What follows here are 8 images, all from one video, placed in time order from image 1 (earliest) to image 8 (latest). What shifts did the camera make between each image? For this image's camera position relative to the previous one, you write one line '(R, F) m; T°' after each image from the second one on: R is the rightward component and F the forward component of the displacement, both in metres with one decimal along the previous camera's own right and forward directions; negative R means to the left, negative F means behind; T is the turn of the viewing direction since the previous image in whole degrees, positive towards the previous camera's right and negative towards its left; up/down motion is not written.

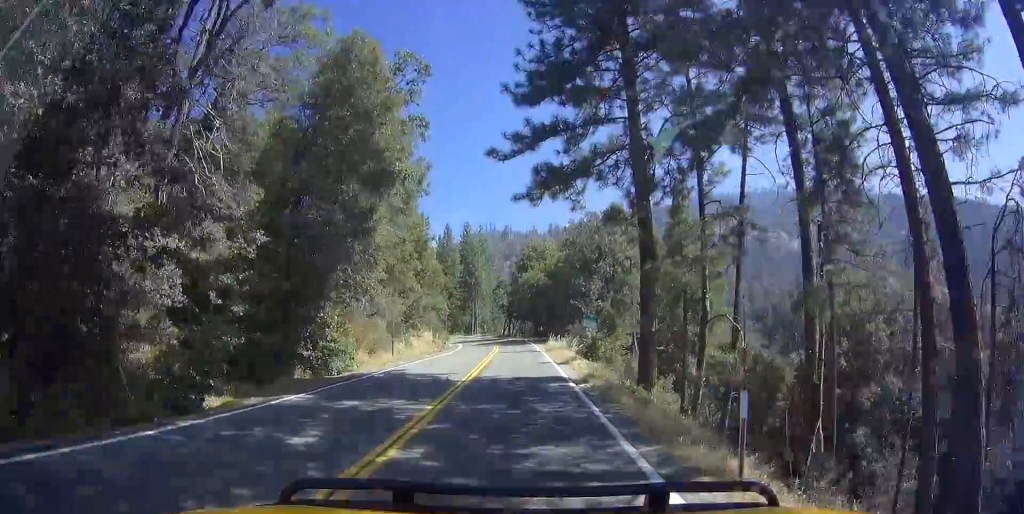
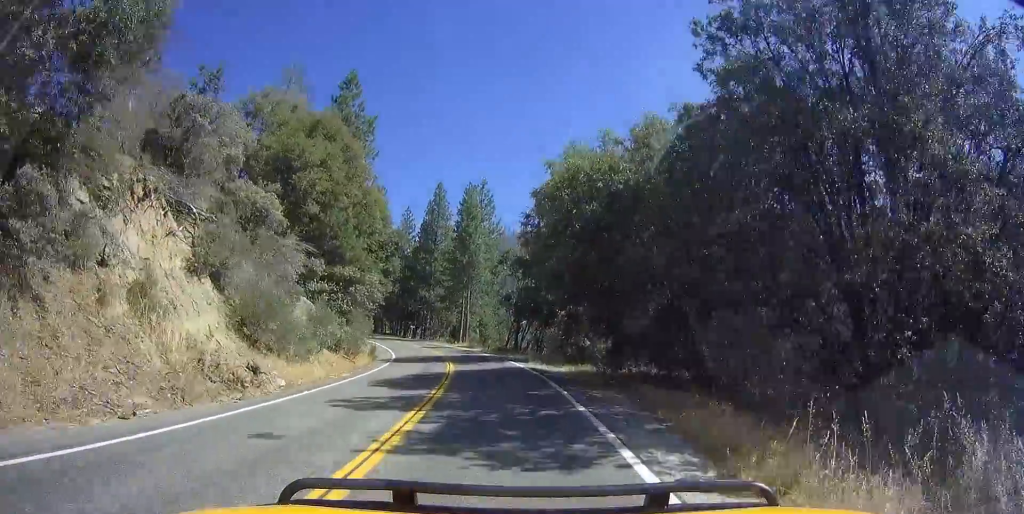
(-2.5, +40.7) m; -7°
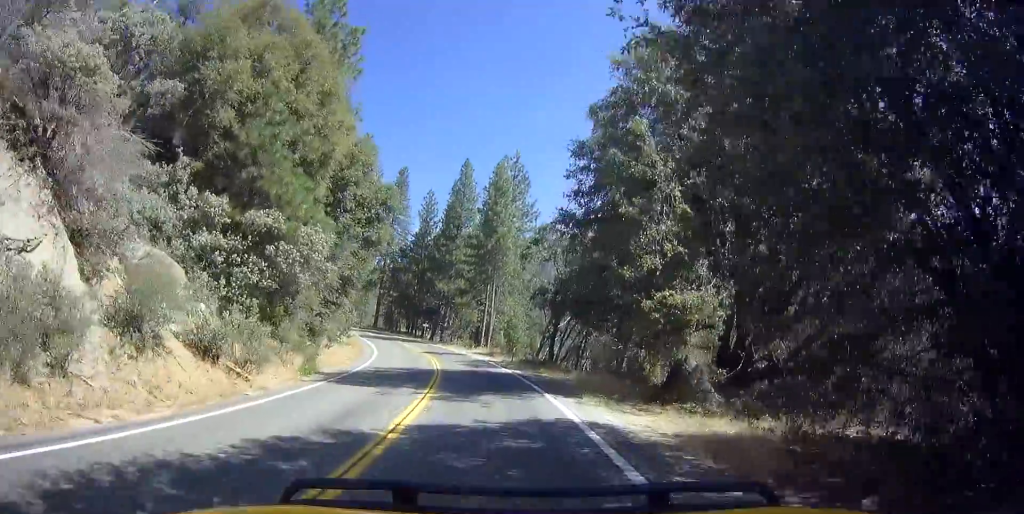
(-0.2, +14.7) m; -3°
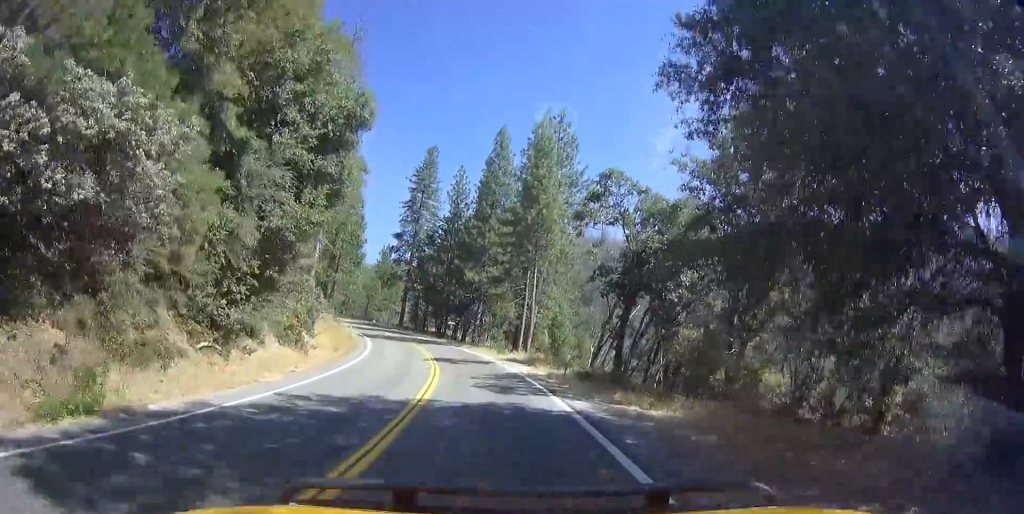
(-0.4, +13.6) m; -2°
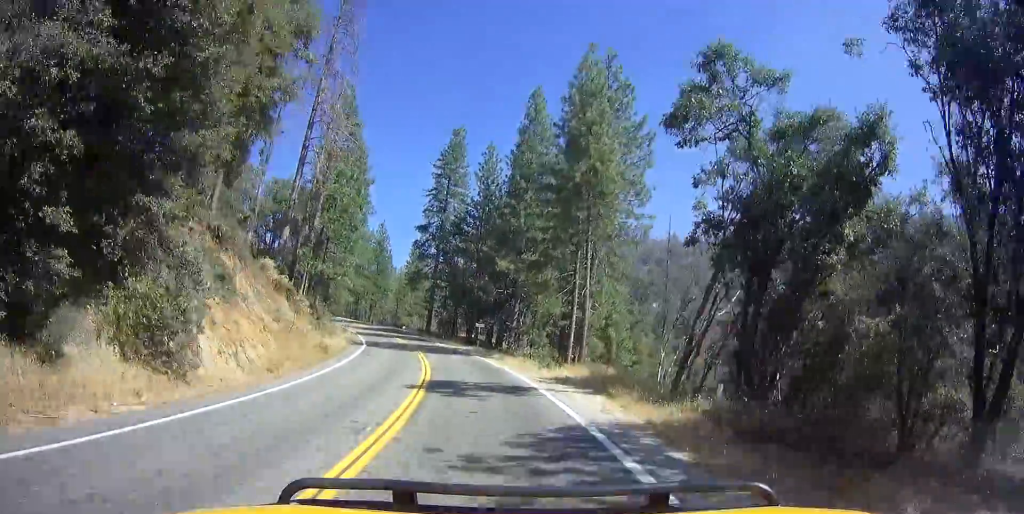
(0.0, +12.9) m; -5°
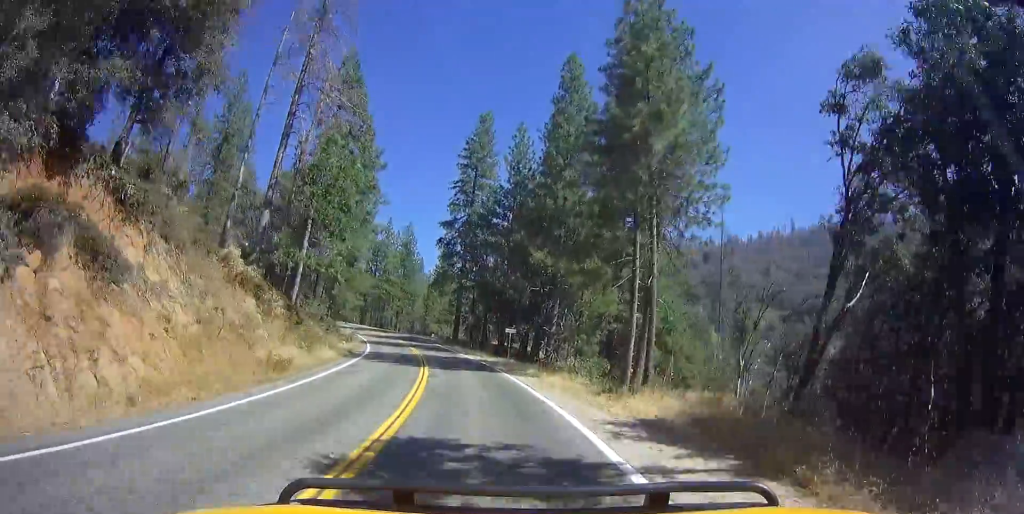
(-0.1, +9.1) m; -5°
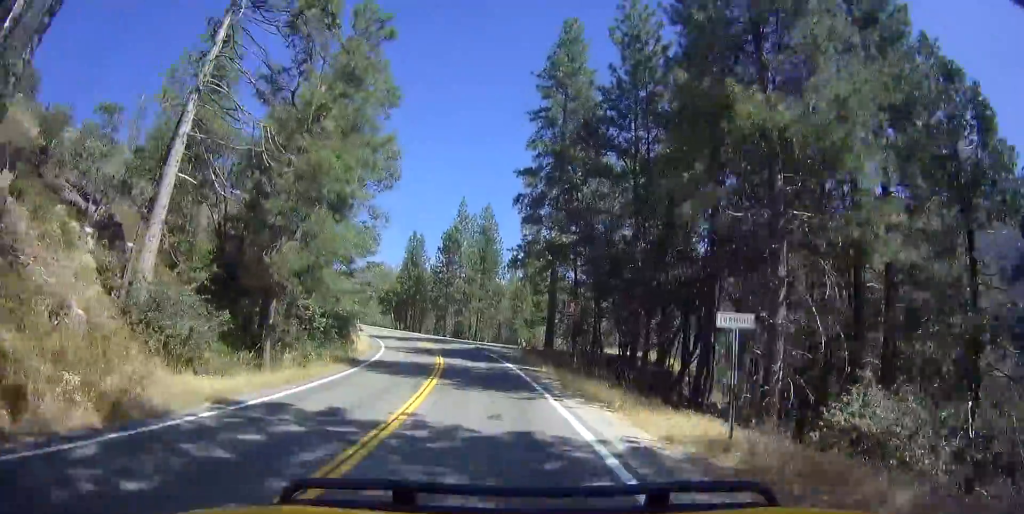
(-4.8, +26.4) m; -18°
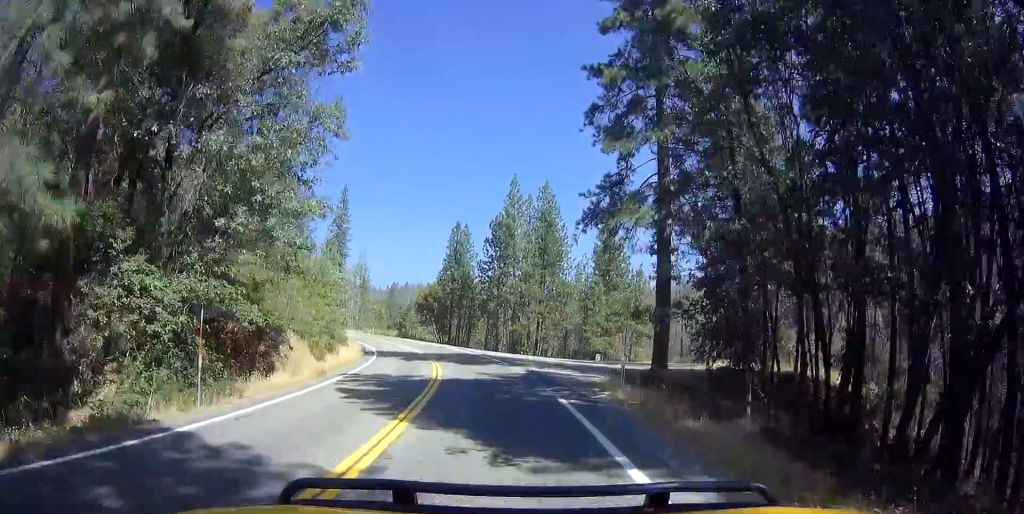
(-1.8, +21.1) m; -9°
